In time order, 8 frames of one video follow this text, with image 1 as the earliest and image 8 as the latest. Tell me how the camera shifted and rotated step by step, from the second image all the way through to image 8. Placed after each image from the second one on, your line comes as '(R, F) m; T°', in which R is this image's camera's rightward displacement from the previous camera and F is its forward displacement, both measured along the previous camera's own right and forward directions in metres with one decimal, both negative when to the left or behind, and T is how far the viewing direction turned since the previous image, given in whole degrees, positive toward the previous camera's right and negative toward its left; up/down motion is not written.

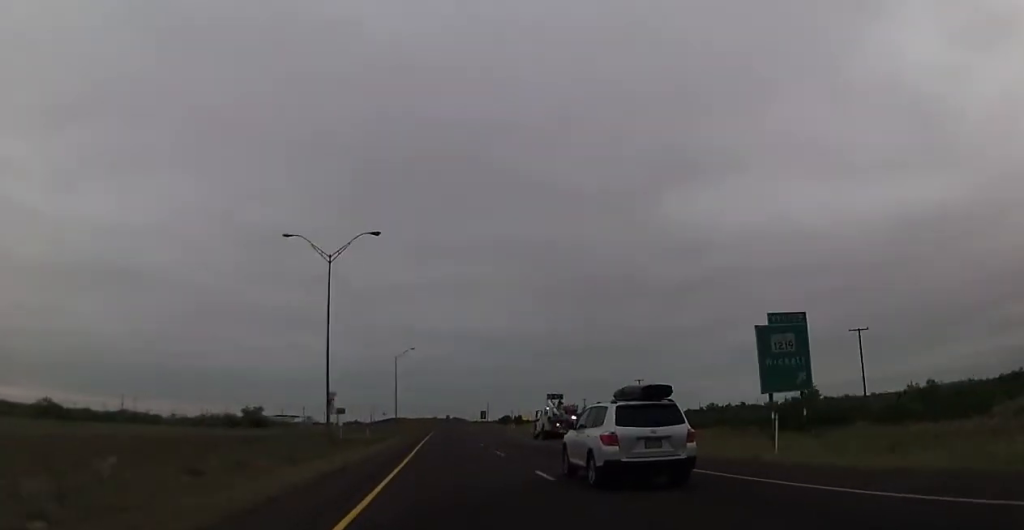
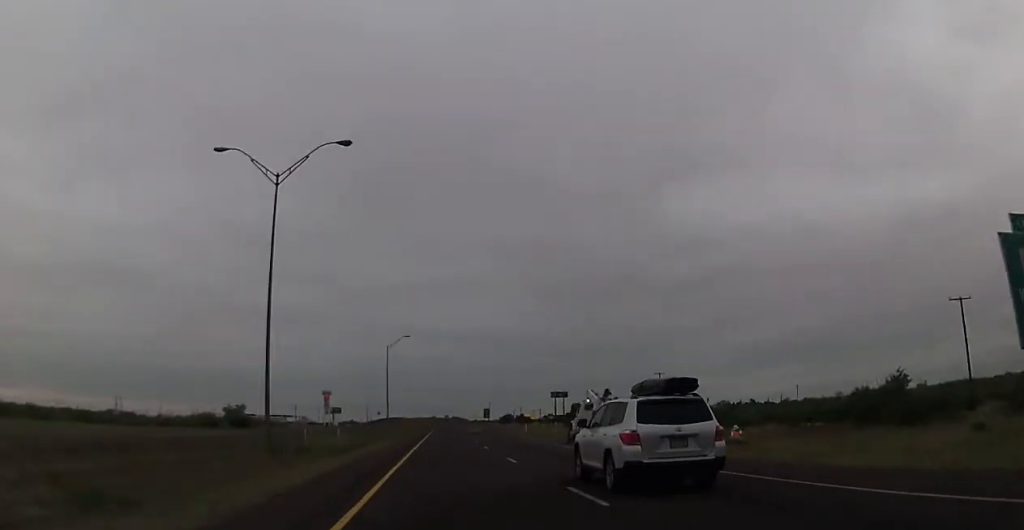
(-0.1, +17.3) m; 0°
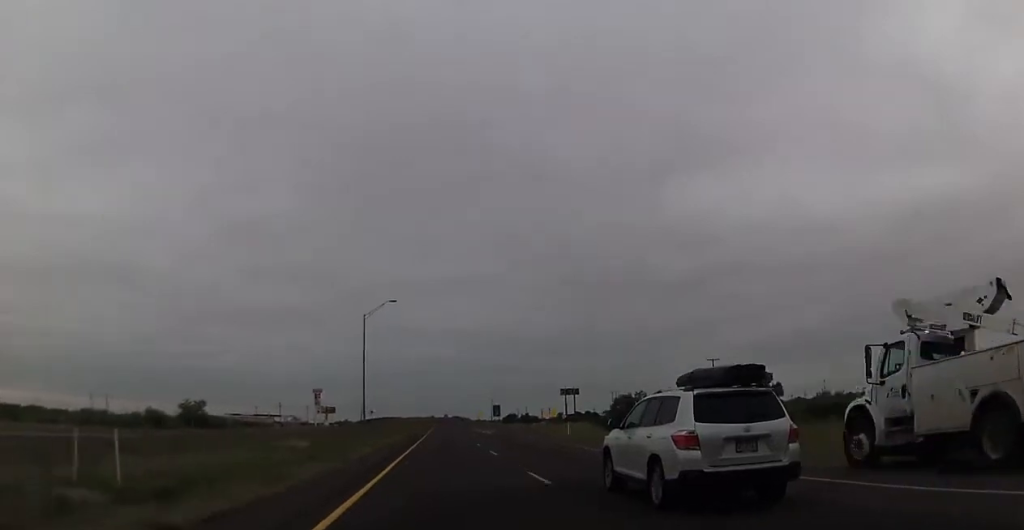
(-0.1, +32.2) m; 0°
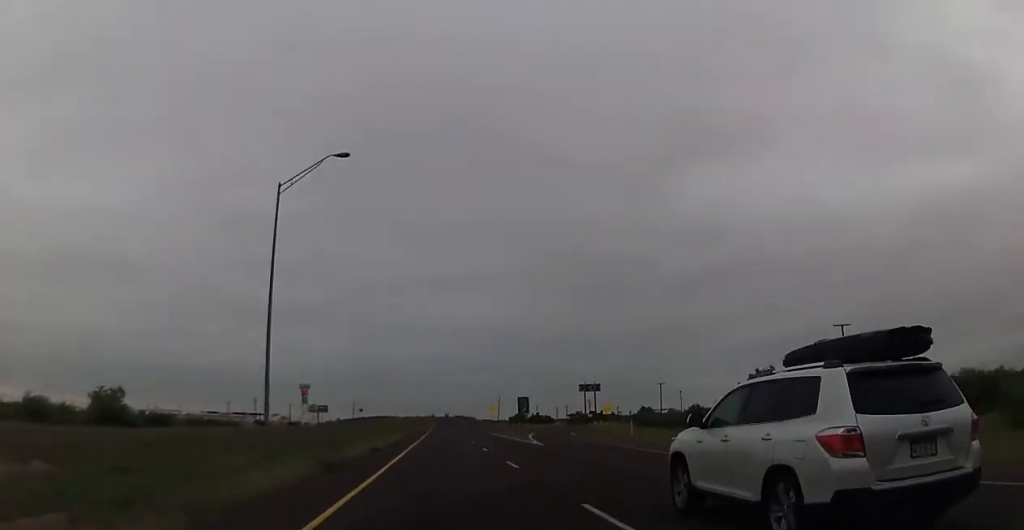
(+0.4, +43.2) m; 0°
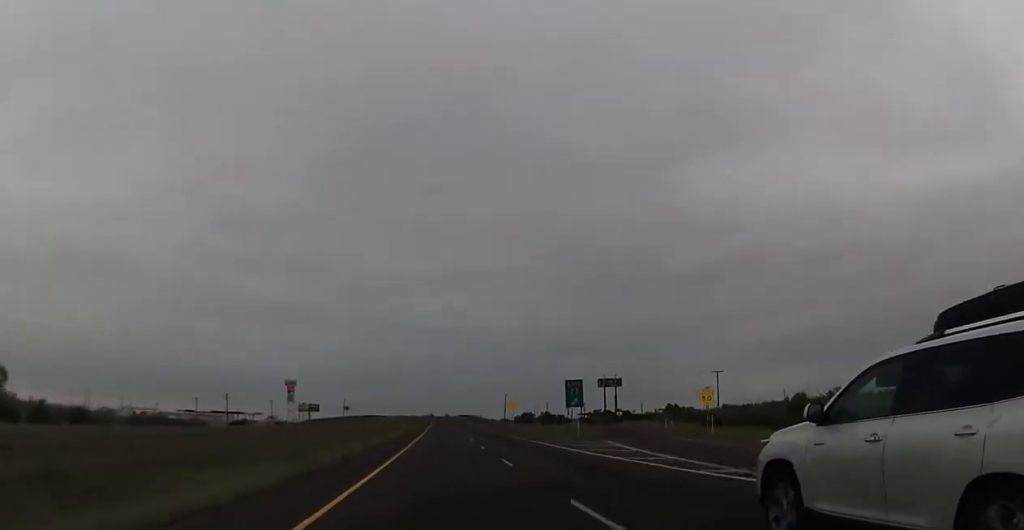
(0.0, +35.7) m; 0°
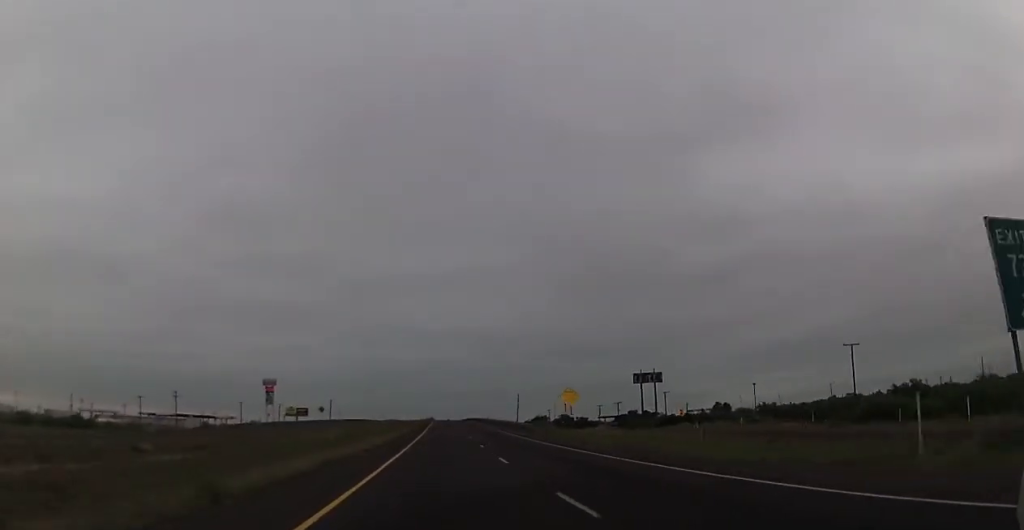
(0.0, +46.8) m; 0°
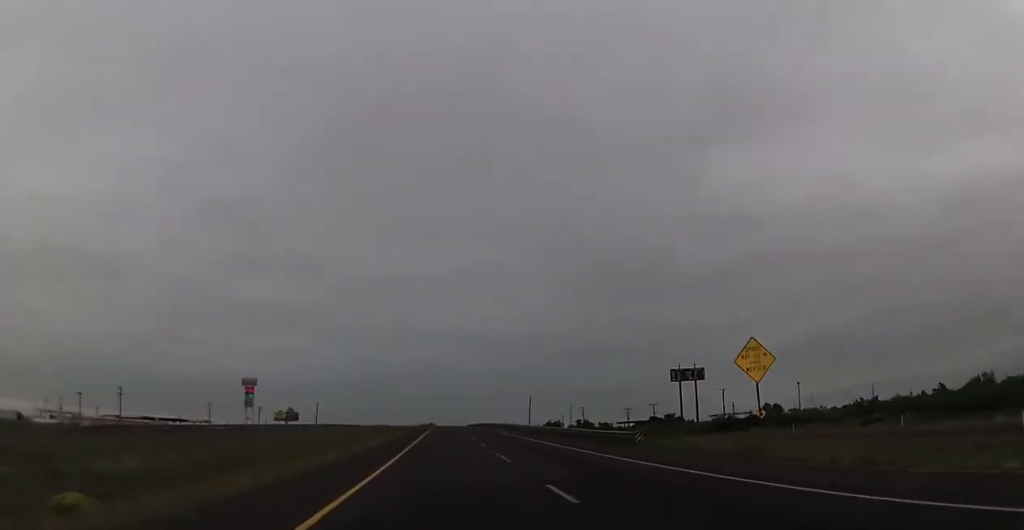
(0.0, +34.5) m; 0°
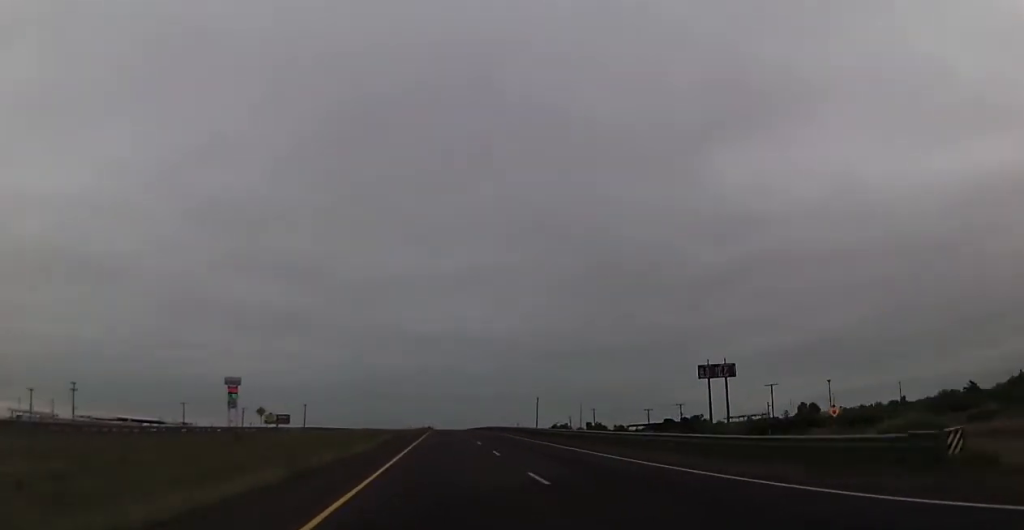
(0.0, +20.9) m; 0°
